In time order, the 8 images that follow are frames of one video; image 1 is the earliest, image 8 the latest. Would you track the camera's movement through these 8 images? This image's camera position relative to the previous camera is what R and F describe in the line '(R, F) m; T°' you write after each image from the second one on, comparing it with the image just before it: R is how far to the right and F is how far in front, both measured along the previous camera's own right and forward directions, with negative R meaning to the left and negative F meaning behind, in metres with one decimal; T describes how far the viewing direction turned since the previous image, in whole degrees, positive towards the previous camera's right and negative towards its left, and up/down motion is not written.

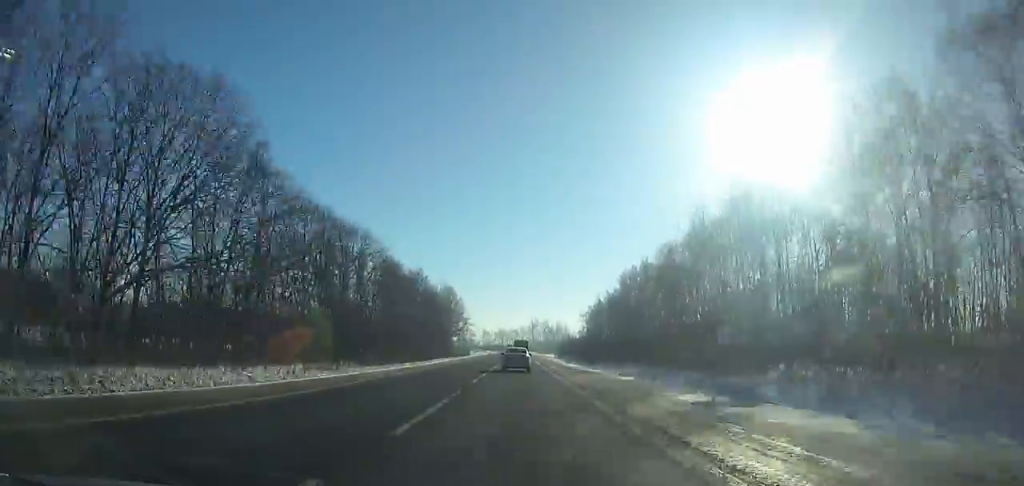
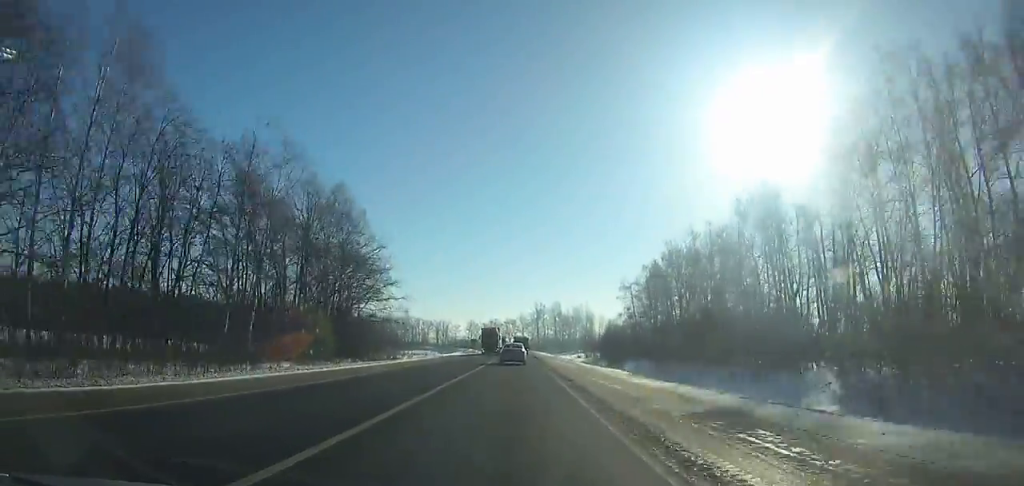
(-0.1, +115.9) m; 0°
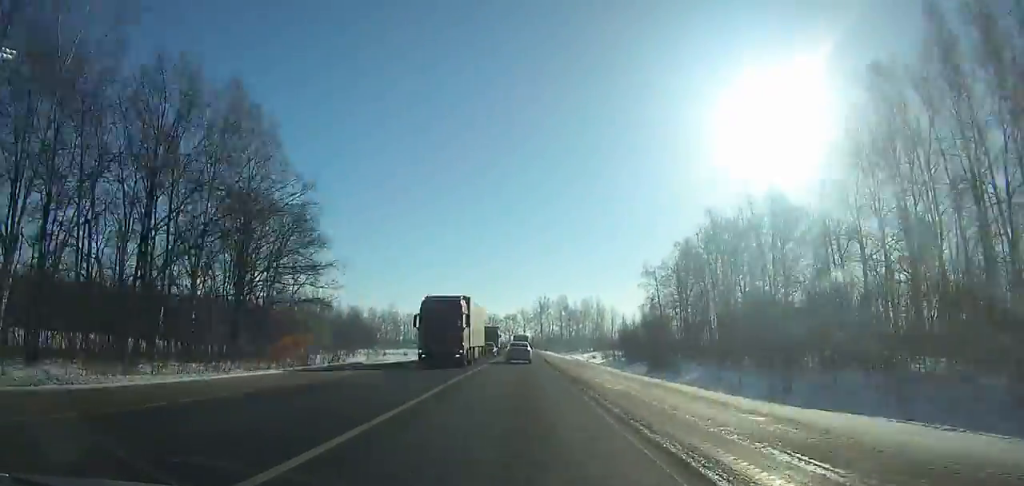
(0.0, +28.7) m; 0°
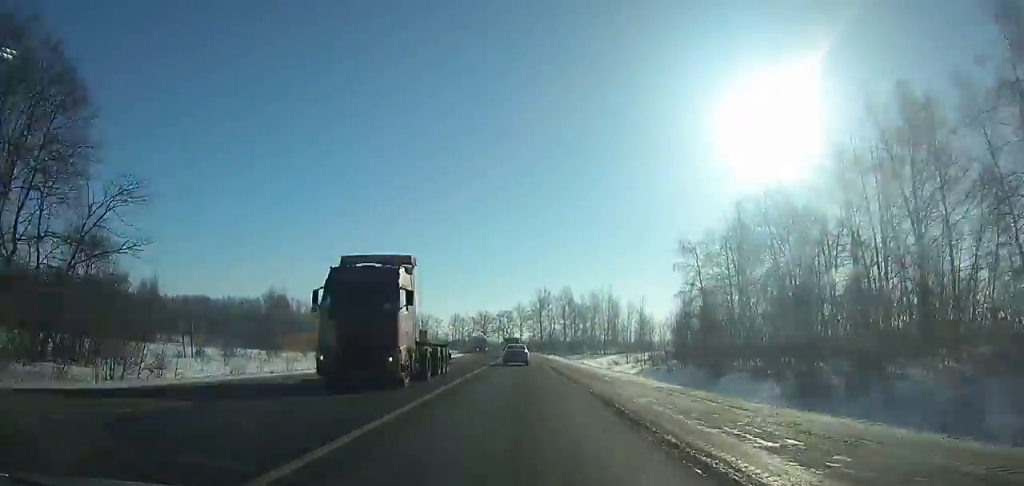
(0.0, +35.0) m; -1°
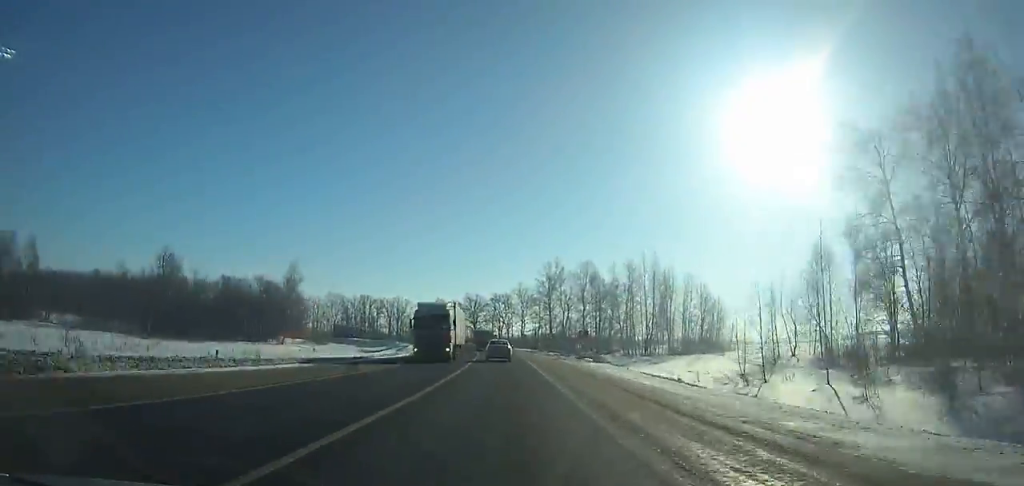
(+0.9, +53.8) m; -5°
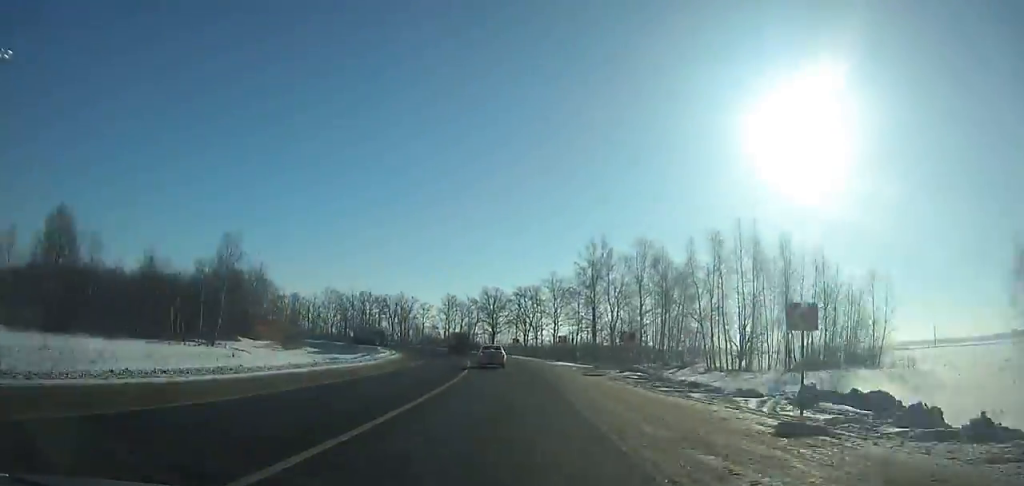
(-3.6, +35.0) m; -3°
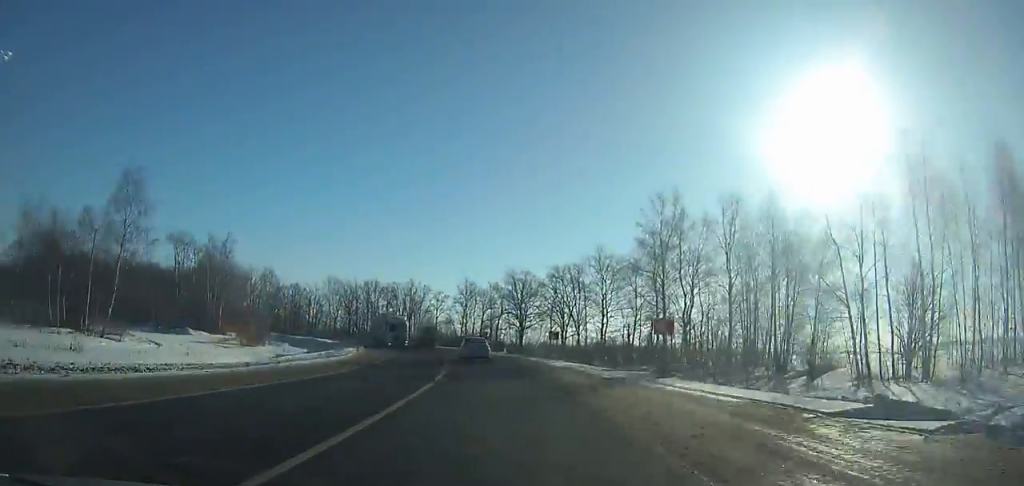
(-1.2, +28.9) m; -3°
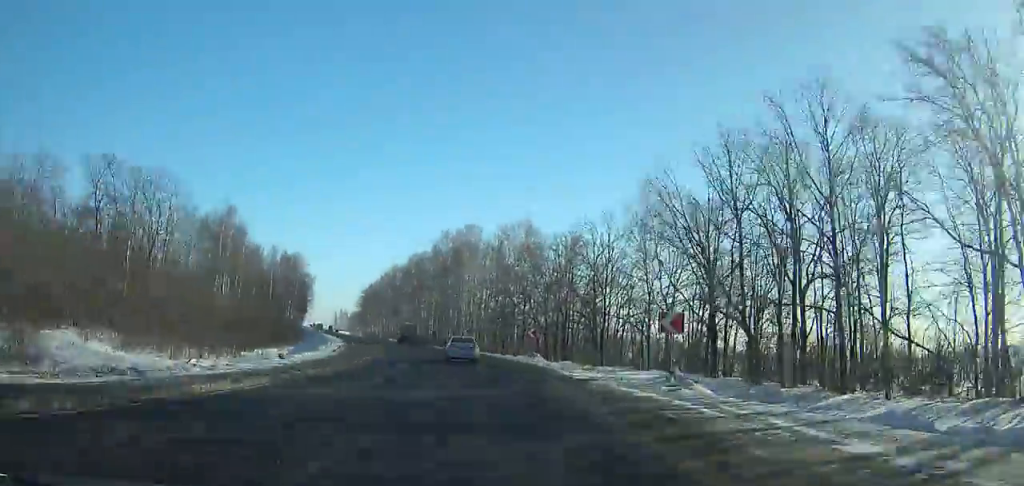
(-30.8, +121.3) m; -33°
